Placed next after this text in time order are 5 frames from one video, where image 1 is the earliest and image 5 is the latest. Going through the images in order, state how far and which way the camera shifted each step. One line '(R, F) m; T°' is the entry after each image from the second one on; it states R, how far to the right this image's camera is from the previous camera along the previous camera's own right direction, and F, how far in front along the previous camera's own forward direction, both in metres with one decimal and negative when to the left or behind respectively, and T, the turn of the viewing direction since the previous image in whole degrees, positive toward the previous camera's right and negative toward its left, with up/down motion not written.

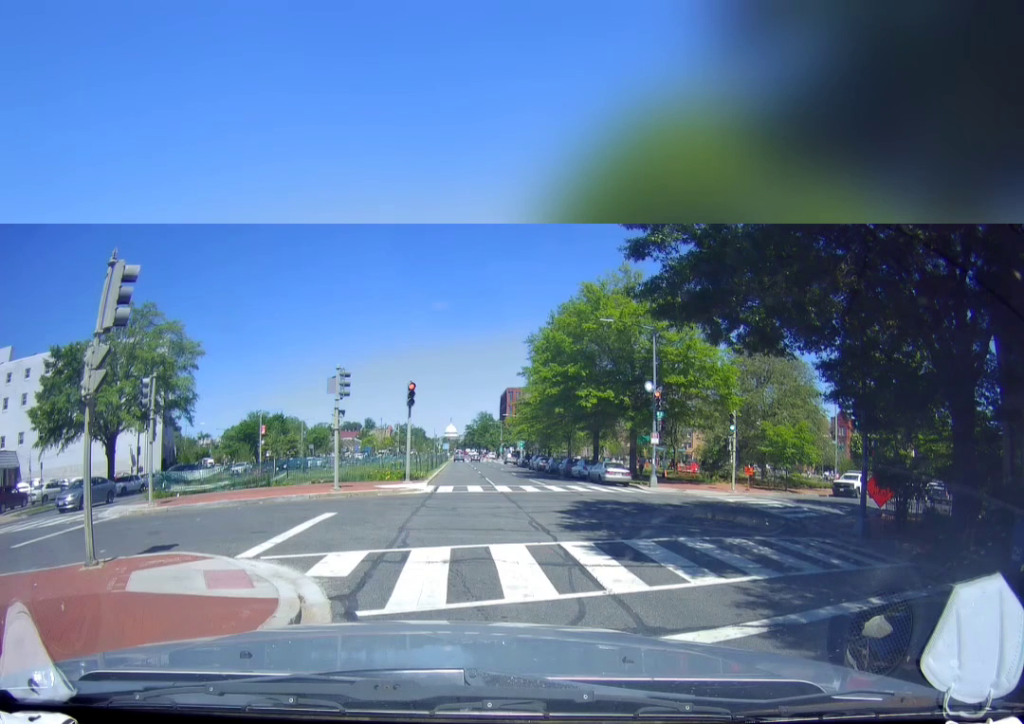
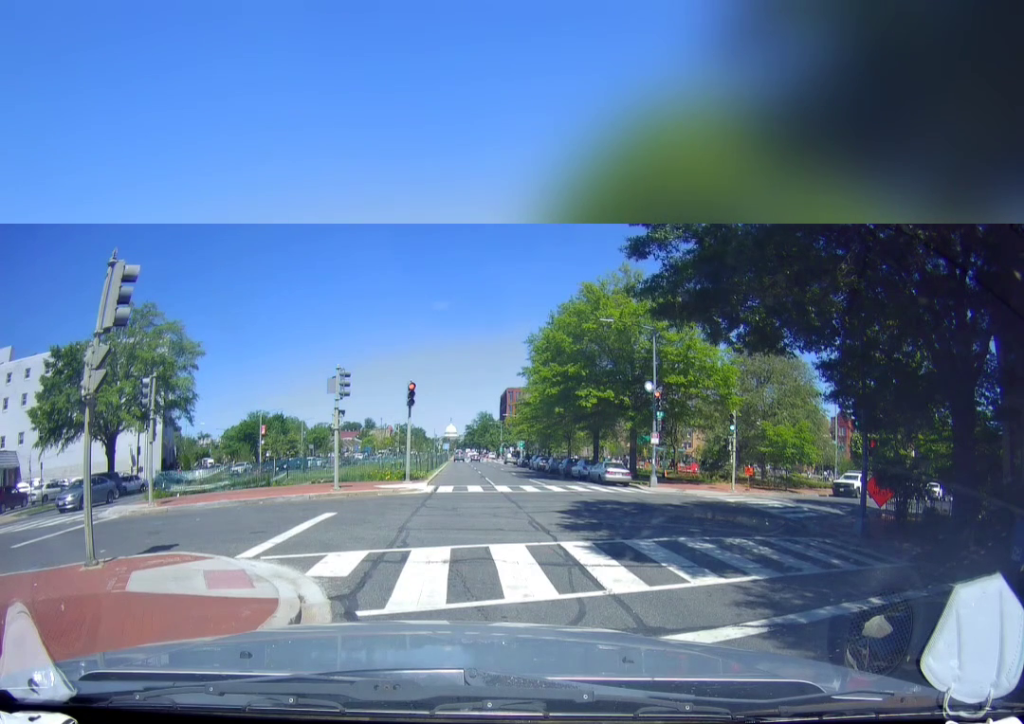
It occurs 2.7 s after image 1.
(0.0, 0.0) m; 0°
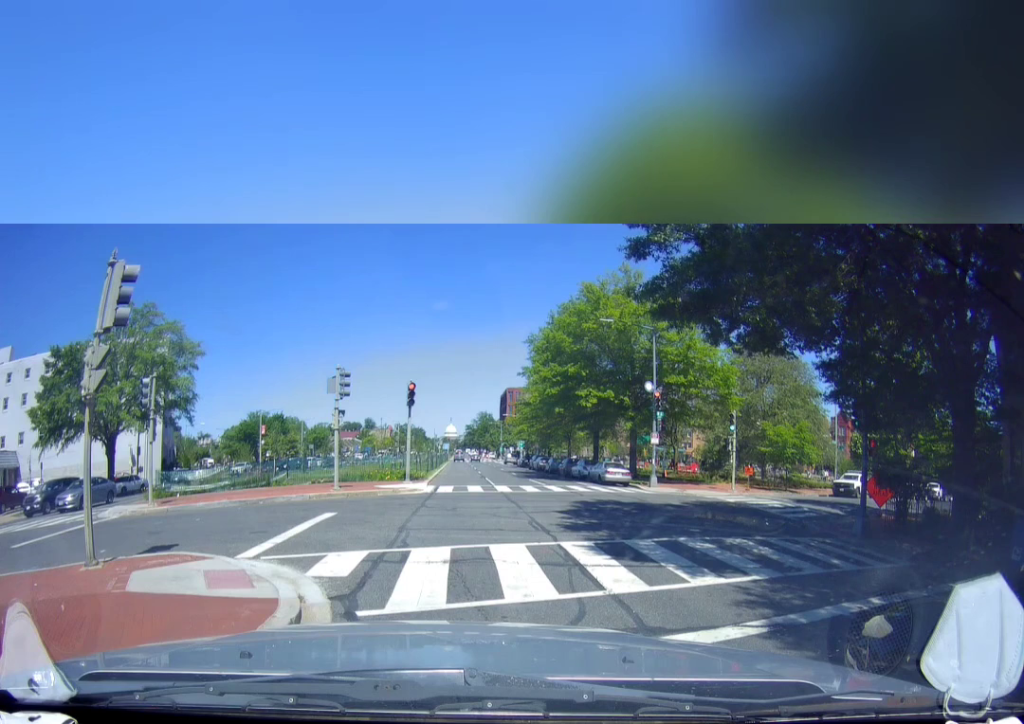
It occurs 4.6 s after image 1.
(0.0, 0.0) m; 0°
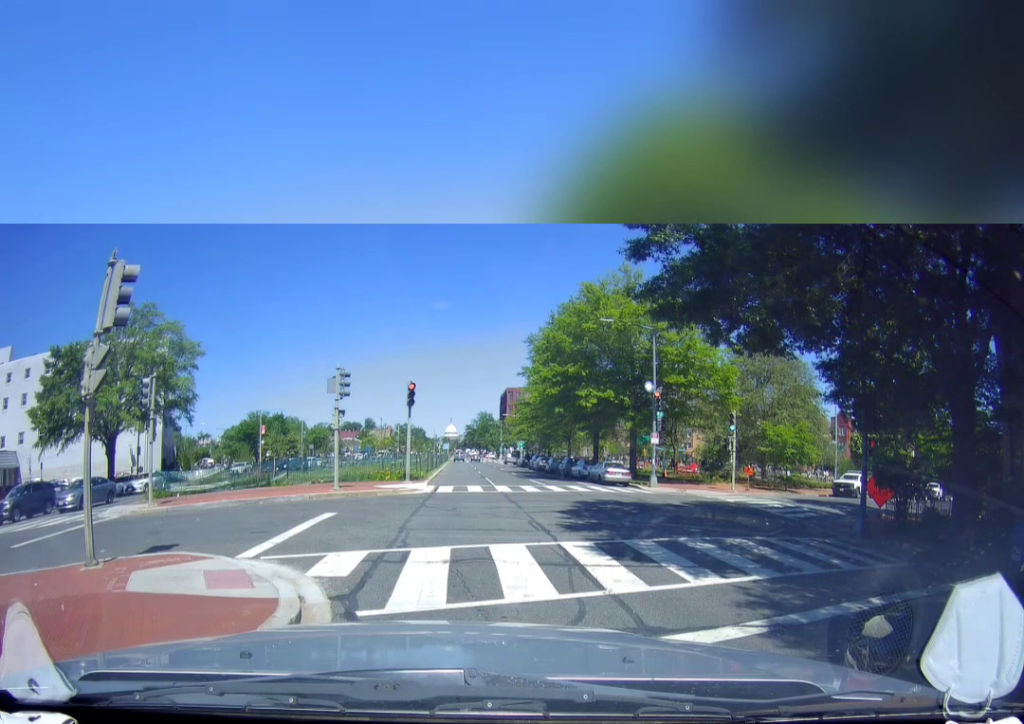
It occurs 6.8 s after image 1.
(0.0, 0.0) m; 0°
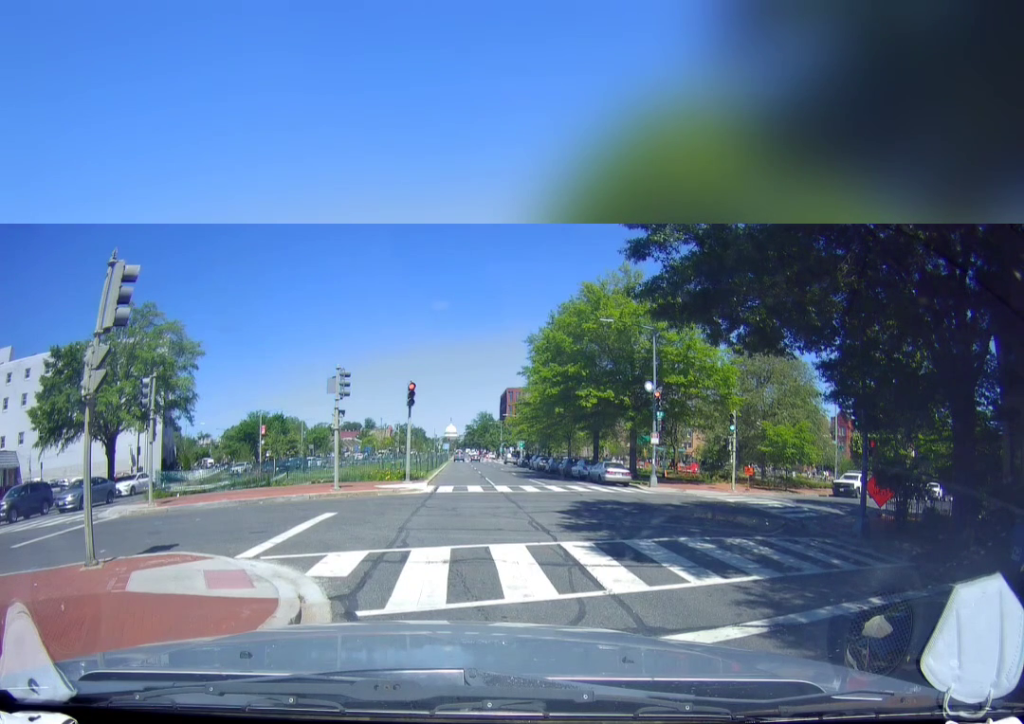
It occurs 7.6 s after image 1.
(0.0, 0.0) m; 0°
